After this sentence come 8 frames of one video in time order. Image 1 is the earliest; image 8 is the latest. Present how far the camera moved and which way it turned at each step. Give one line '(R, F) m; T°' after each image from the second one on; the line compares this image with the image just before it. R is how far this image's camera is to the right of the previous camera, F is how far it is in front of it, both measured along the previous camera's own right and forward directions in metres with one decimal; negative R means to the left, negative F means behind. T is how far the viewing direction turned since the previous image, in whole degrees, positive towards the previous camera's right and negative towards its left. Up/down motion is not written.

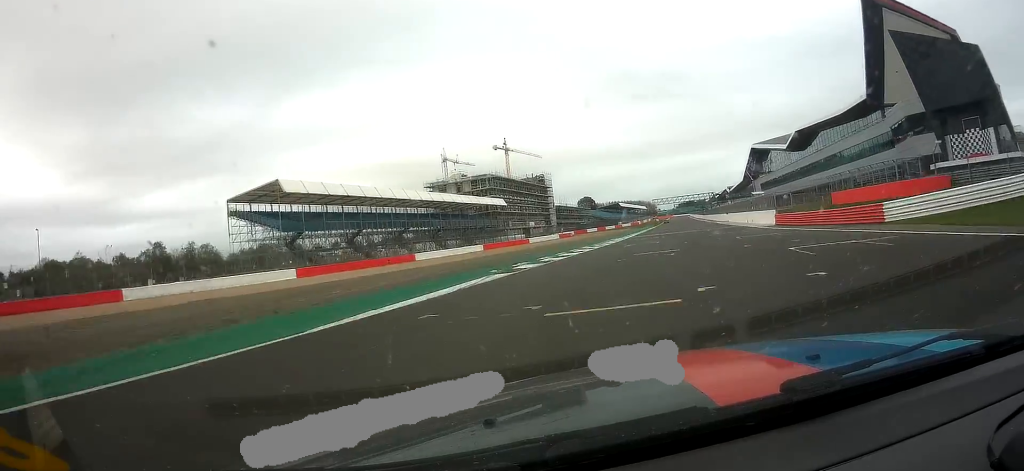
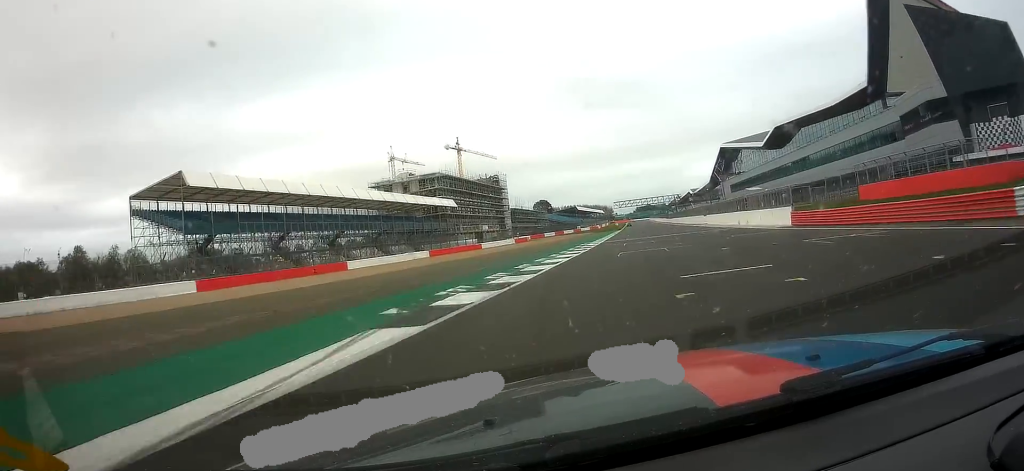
(+1.1, +12.9) m; +4°
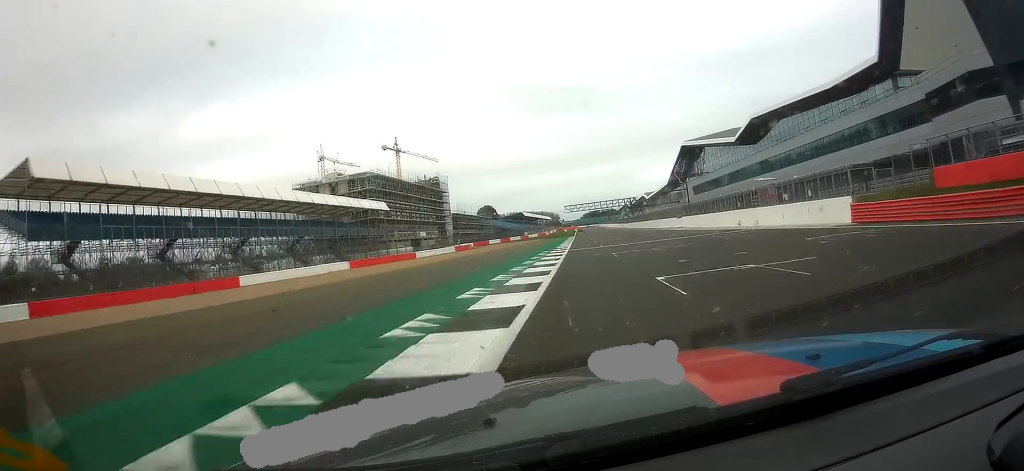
(+0.4, +16.2) m; +4°
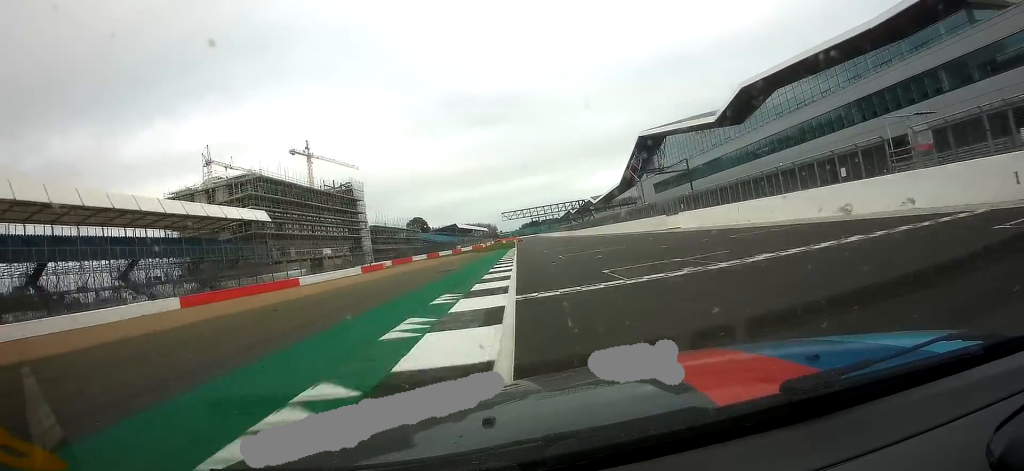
(+1.9, +28.7) m; +4°
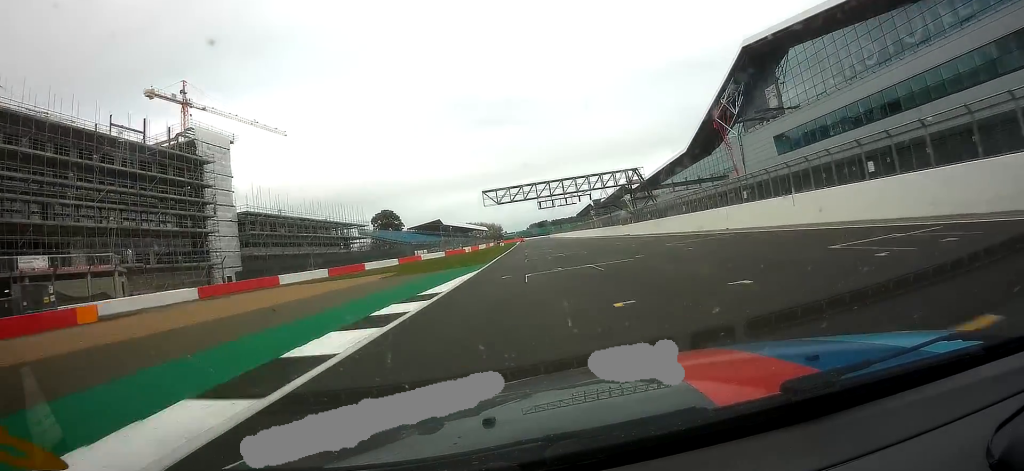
(+2.0, +75.8) m; +2°
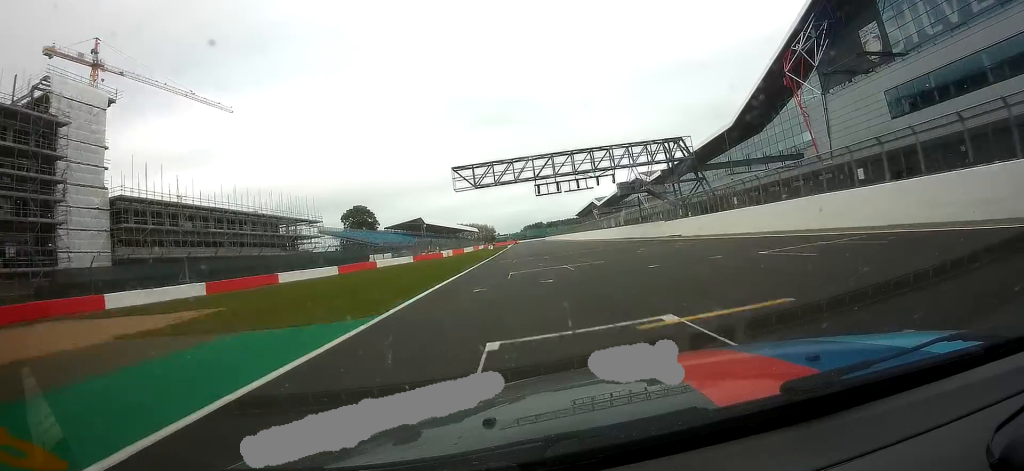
(+0.1, +28.9) m; +1°
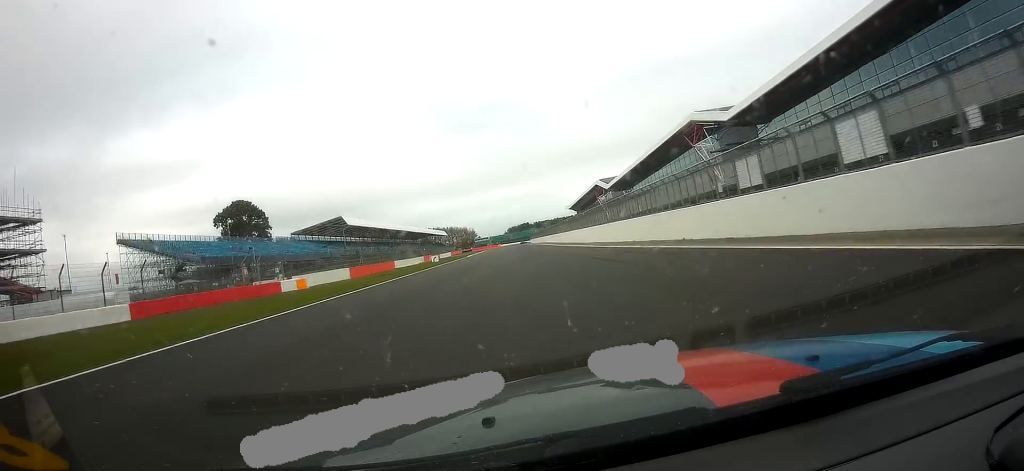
(+0.7, +69.5) m; -1°
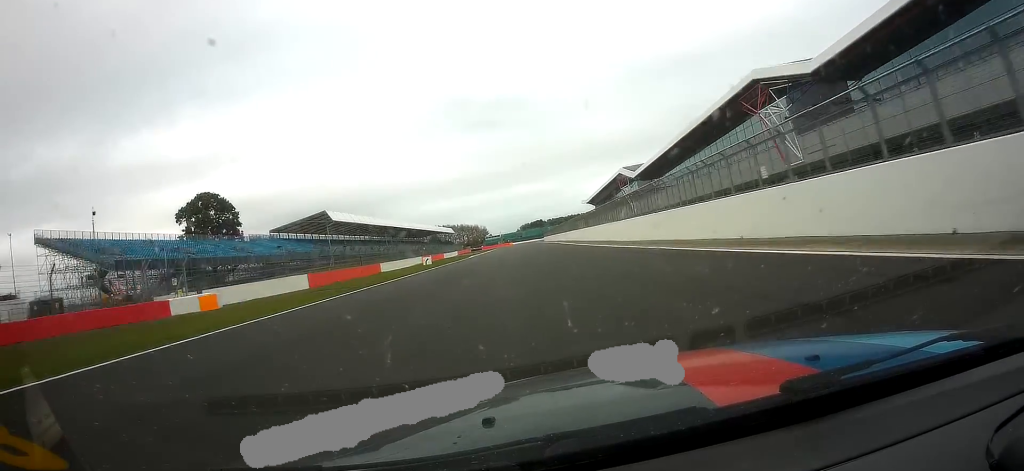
(0.0, +19.0) m; -1°
